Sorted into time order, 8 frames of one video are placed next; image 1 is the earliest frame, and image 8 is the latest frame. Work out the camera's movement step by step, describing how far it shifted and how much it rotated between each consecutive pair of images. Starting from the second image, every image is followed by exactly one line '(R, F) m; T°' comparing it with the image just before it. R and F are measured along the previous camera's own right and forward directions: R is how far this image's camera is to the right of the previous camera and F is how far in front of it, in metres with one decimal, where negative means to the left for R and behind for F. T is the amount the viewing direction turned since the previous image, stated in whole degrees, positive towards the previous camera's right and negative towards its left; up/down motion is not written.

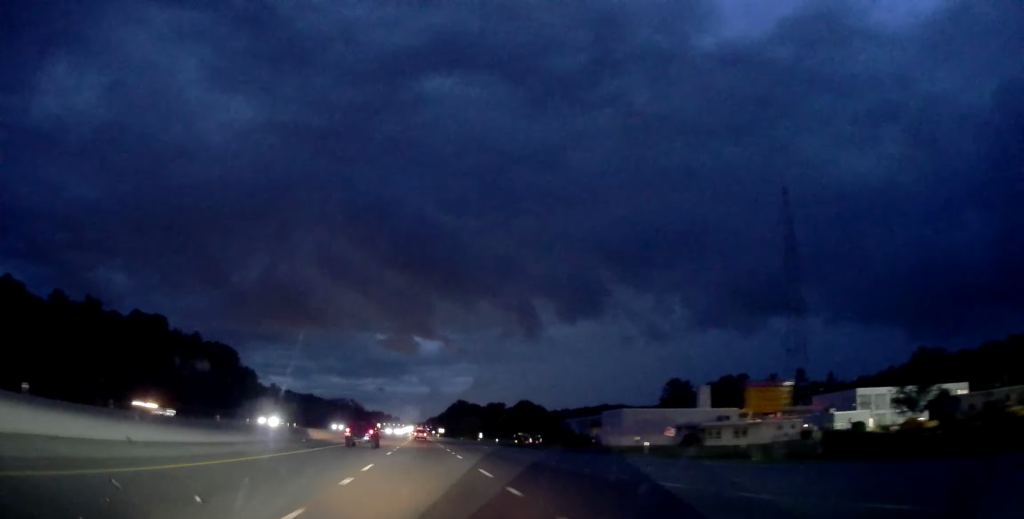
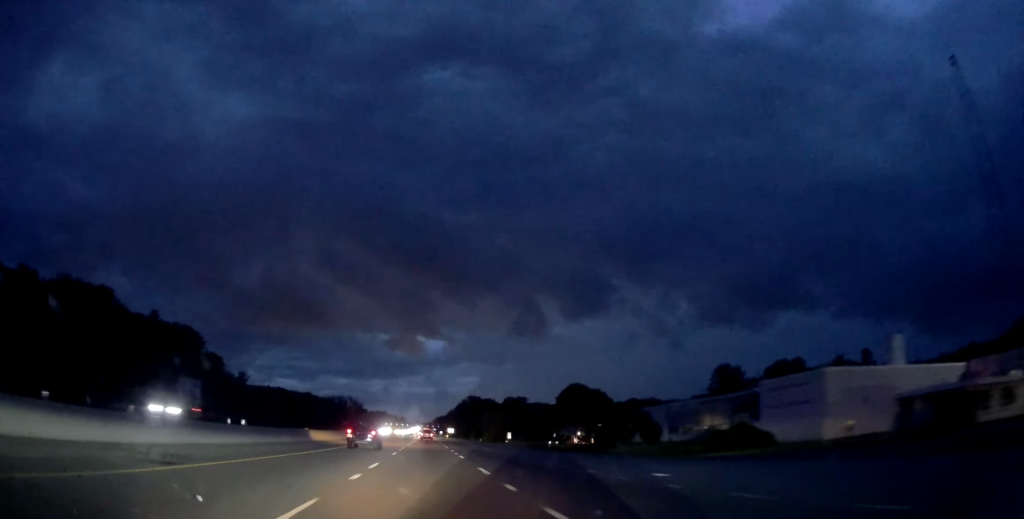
(-0.7, +40.8) m; -1°
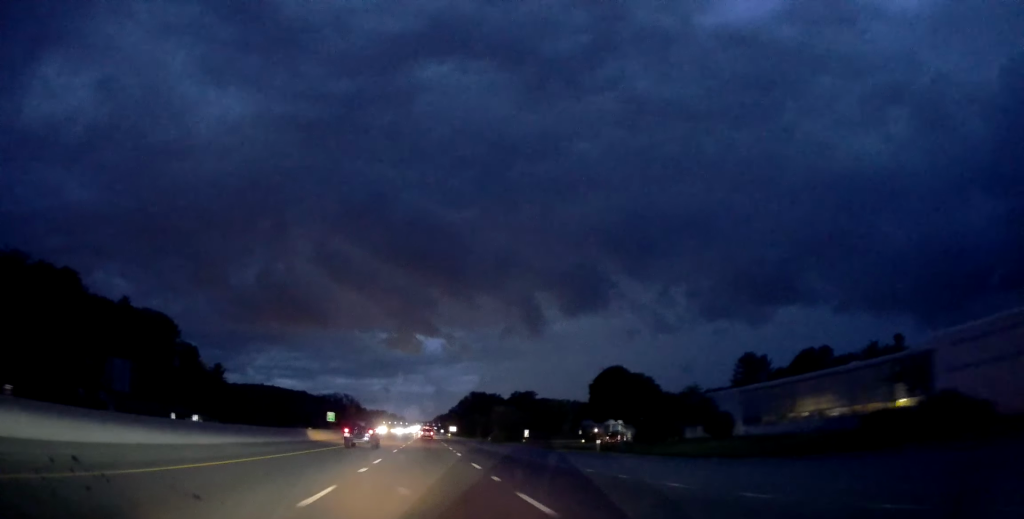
(-0.1, +18.8) m; +1°
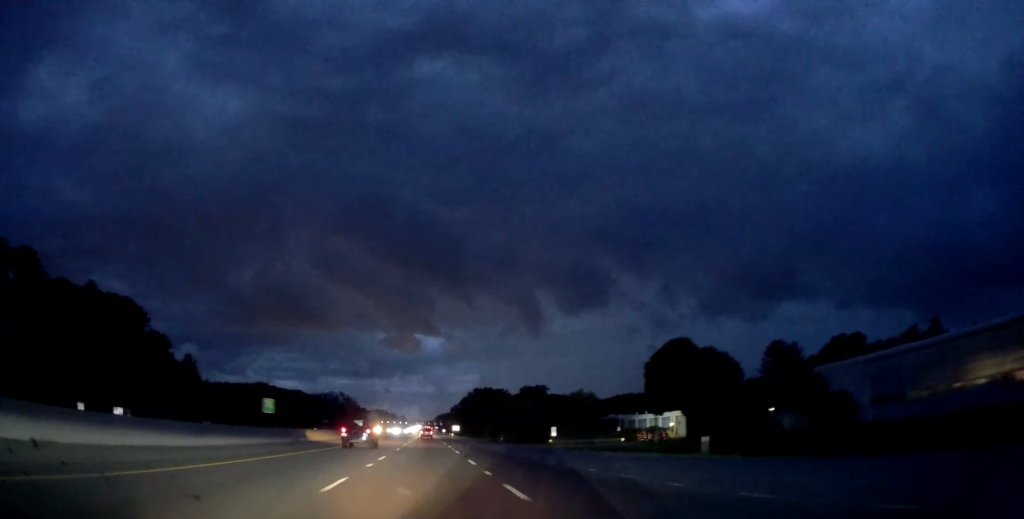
(+0.3, +20.6) m; -1°
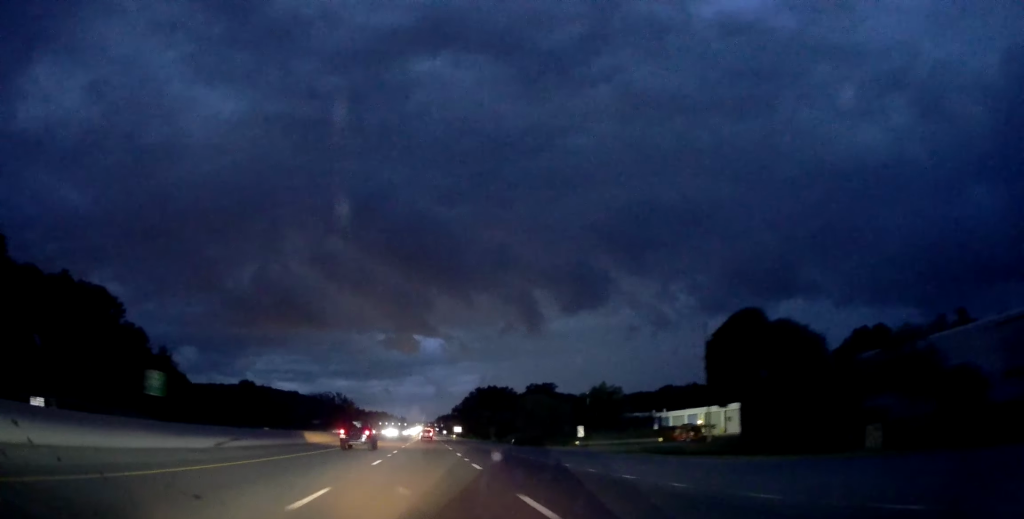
(+0.1, +14.1) m; 0°
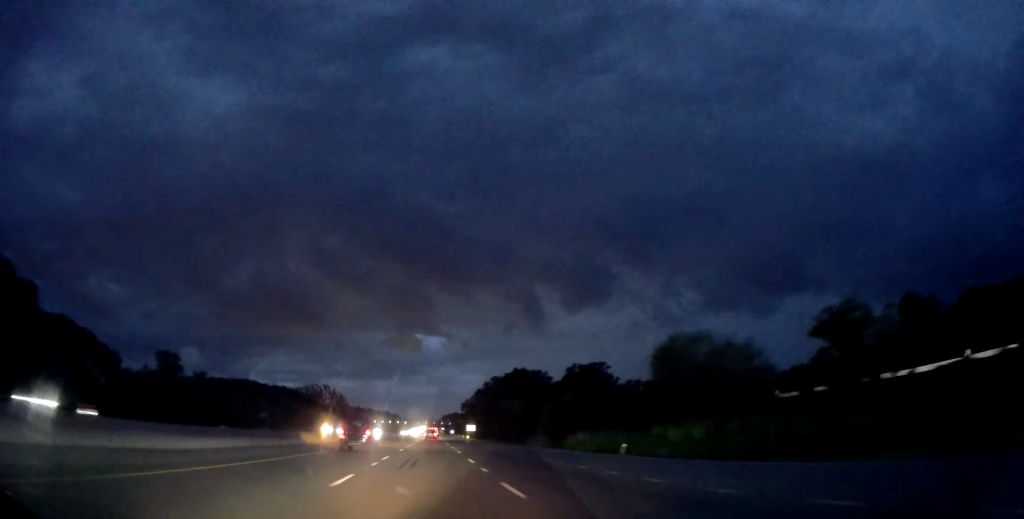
(-0.8, +58.8) m; 0°
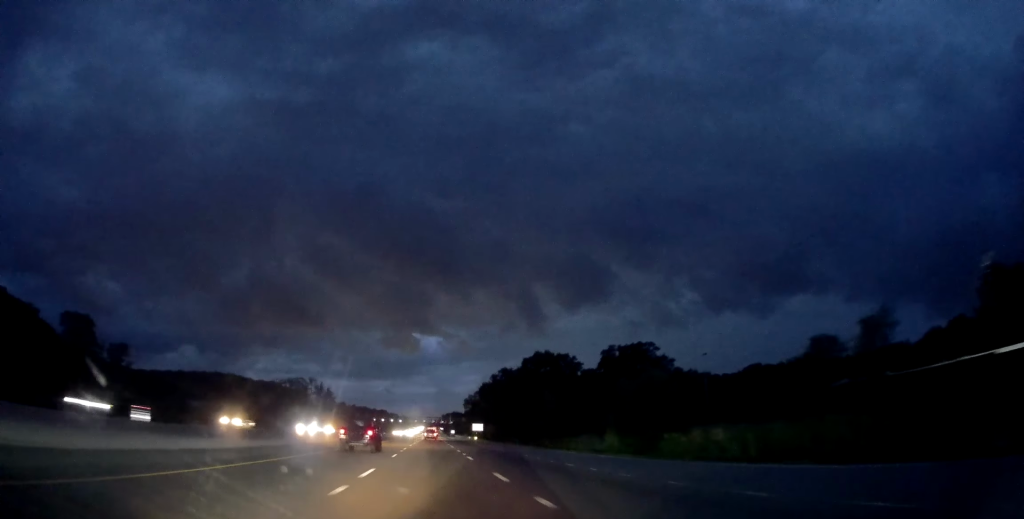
(0.0, +30.7) m; 0°
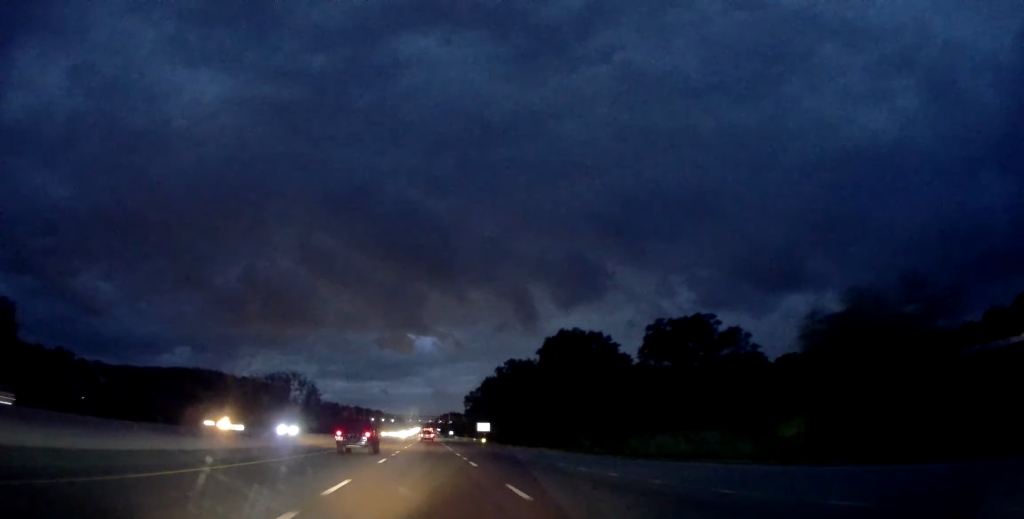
(0.0, +25.5) m; 0°
